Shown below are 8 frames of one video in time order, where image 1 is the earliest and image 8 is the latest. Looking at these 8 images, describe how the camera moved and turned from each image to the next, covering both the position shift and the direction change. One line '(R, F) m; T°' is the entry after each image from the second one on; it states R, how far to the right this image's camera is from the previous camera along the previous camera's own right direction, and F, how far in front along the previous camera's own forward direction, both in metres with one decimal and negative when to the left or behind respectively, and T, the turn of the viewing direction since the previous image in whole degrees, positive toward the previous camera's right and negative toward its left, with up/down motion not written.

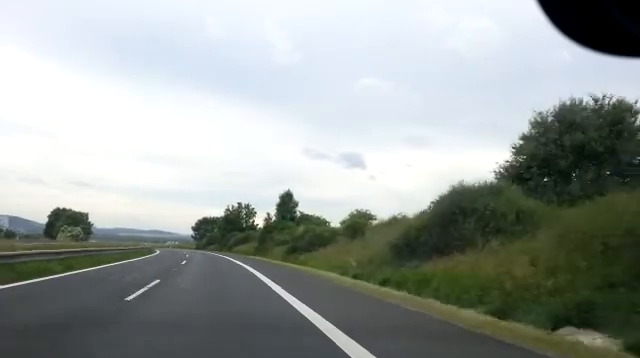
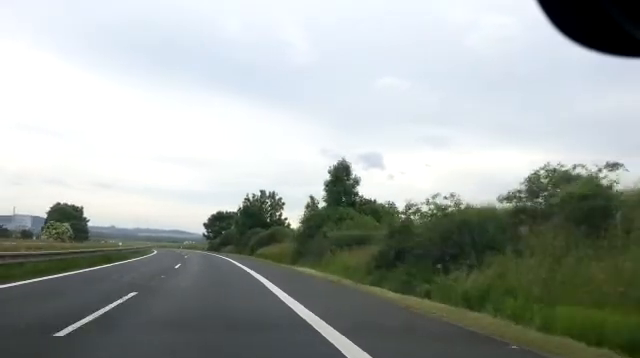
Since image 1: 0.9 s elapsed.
(-1.0, +22.8) m; -4°
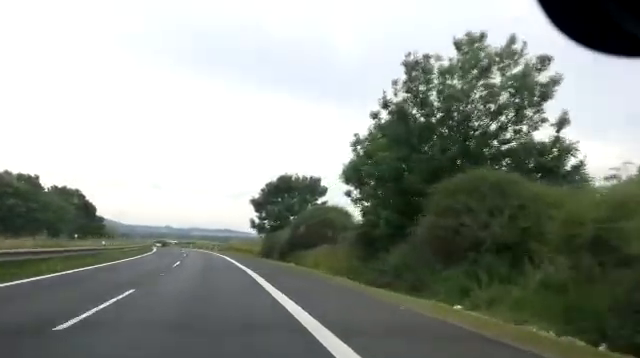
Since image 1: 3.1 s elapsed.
(-3.4, +55.1) m; -6°
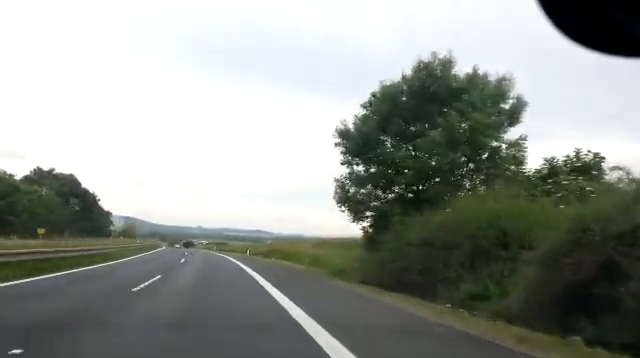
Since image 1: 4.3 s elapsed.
(-0.7, +31.9) m; -3°
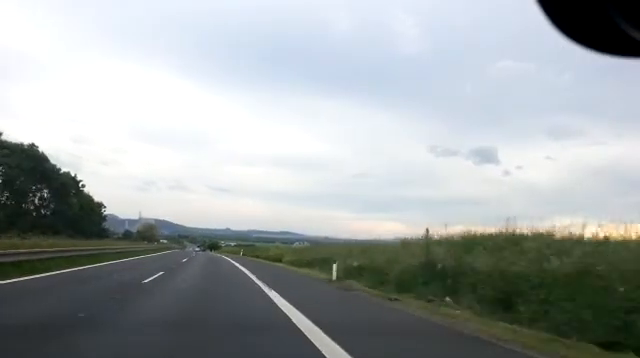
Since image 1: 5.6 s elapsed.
(-1.0, +34.6) m; -4°
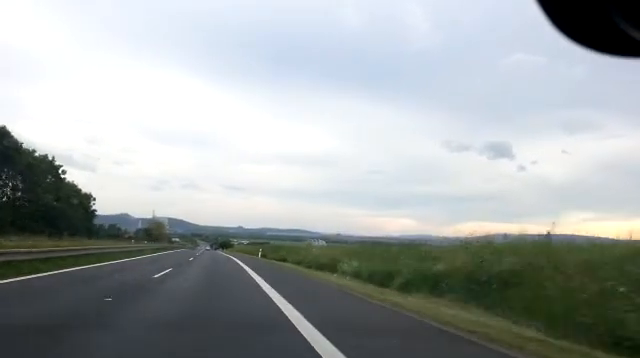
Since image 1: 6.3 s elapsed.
(-0.3, +16.4) m; -3°
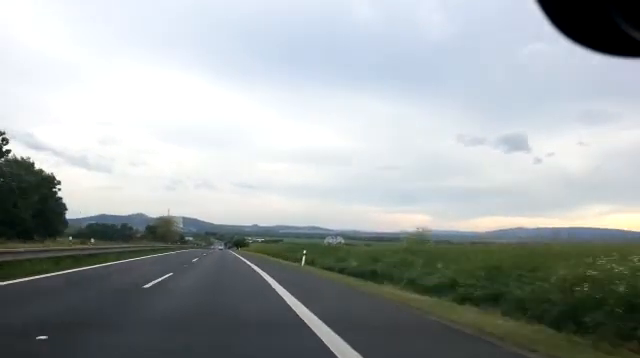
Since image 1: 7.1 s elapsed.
(-1.2, +22.5) m; -3°
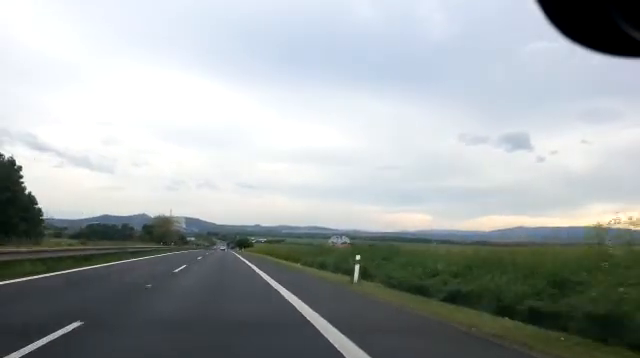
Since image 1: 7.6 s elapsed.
(-0.1, +11.3) m; 0°
